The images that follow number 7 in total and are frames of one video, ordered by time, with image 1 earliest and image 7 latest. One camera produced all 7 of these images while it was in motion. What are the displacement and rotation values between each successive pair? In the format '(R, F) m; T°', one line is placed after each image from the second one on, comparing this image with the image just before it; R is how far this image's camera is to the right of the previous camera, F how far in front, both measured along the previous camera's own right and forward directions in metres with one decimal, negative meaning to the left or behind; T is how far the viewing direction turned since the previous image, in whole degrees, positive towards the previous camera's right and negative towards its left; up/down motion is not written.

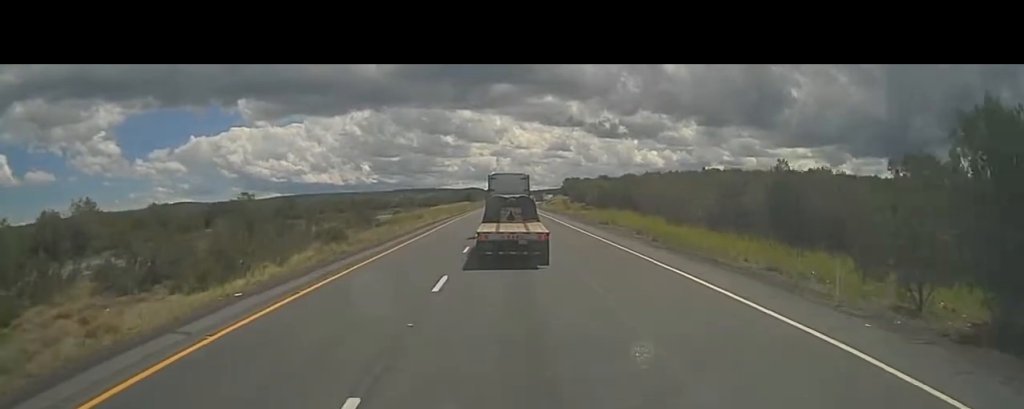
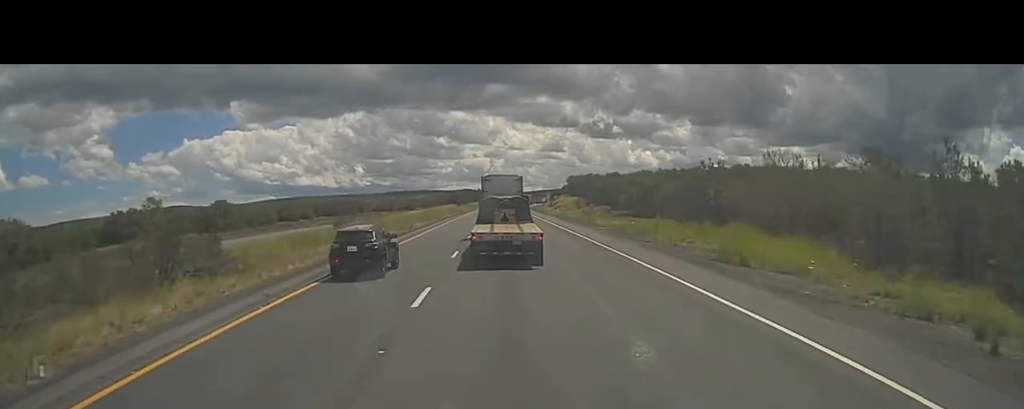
(-0.5, +38.1) m; -1°
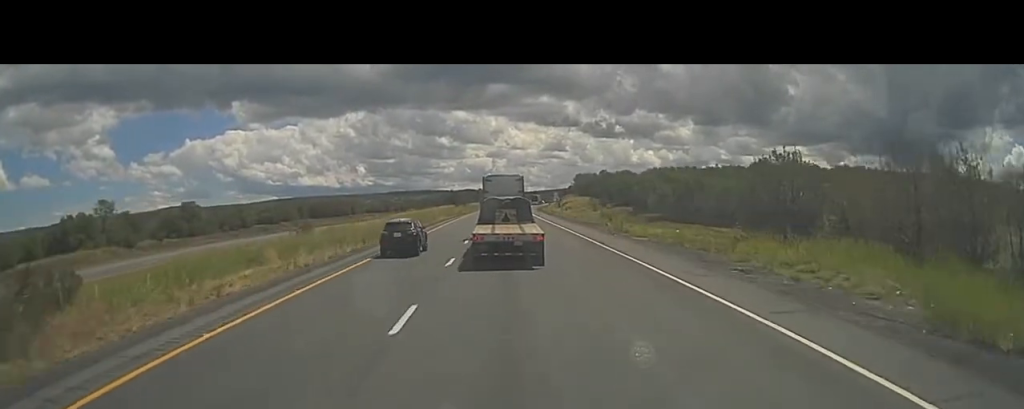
(+0.1, +15.2) m; +1°
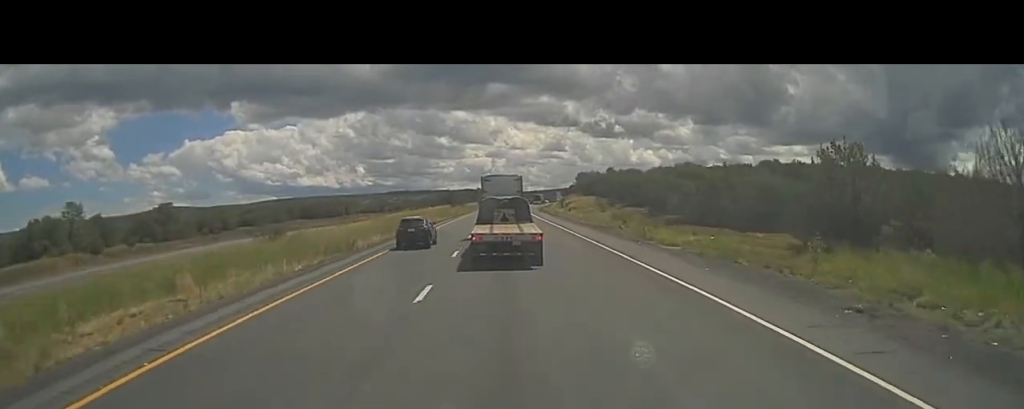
(+0.3, +8.3) m; 0°
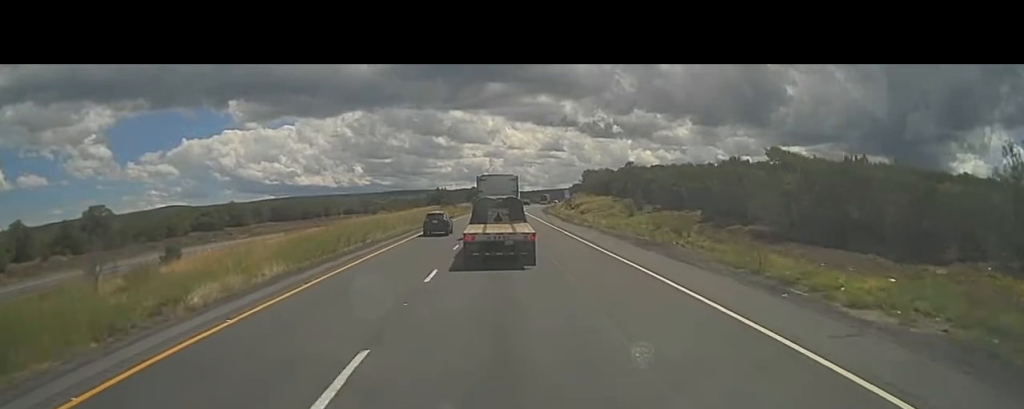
(-0.3, +20.3) m; -1°
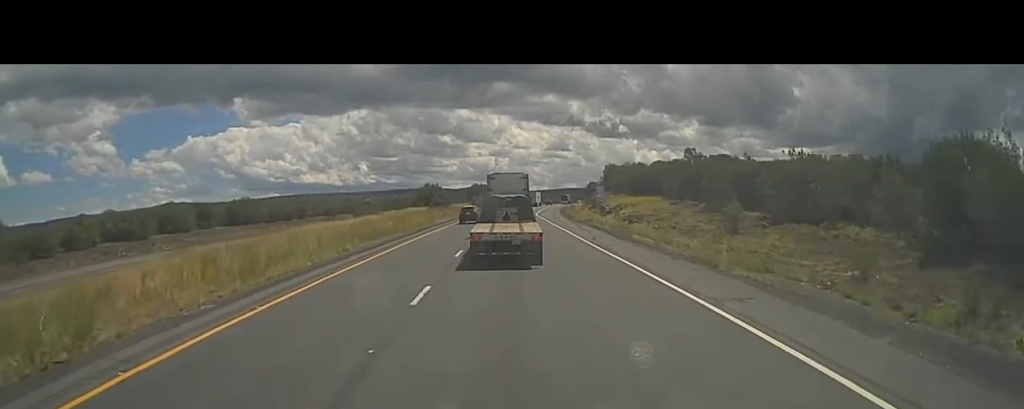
(+0.2, +28.0) m; +1°
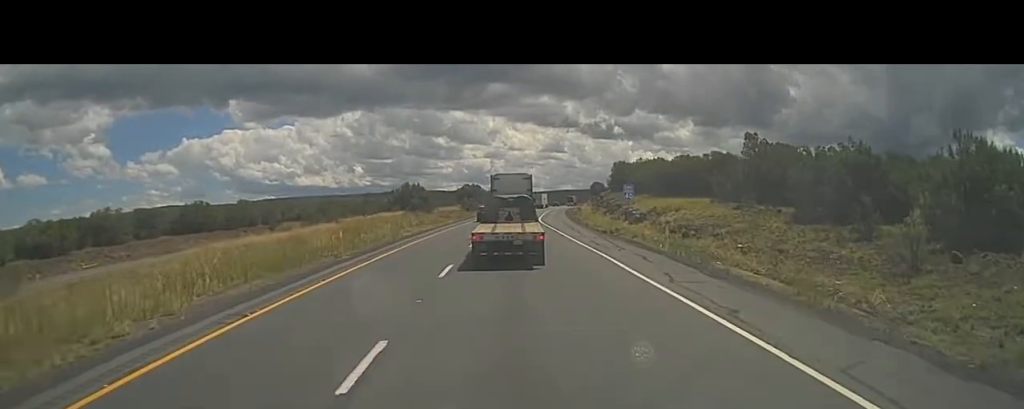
(+0.2, +19.2) m; 0°
